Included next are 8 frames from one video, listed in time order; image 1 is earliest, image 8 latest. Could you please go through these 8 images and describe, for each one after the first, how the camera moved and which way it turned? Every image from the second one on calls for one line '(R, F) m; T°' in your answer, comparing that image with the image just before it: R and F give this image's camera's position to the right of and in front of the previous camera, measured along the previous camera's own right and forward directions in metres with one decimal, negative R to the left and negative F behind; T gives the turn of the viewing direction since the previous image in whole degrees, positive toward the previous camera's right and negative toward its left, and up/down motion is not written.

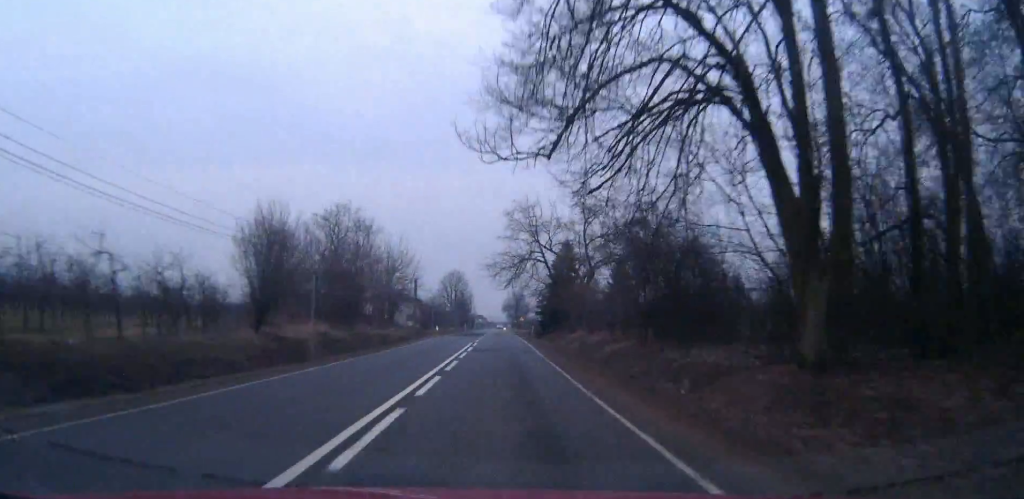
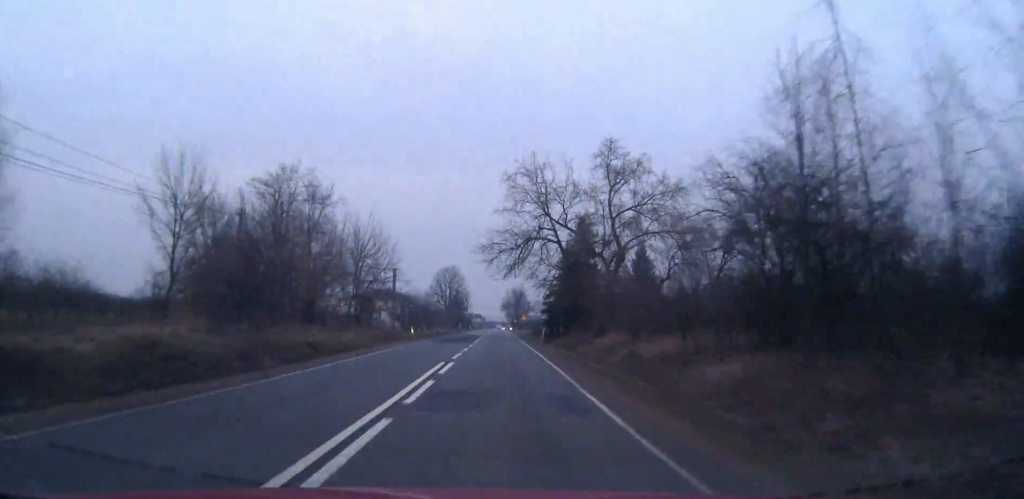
(-0.1, +18.7) m; -1°
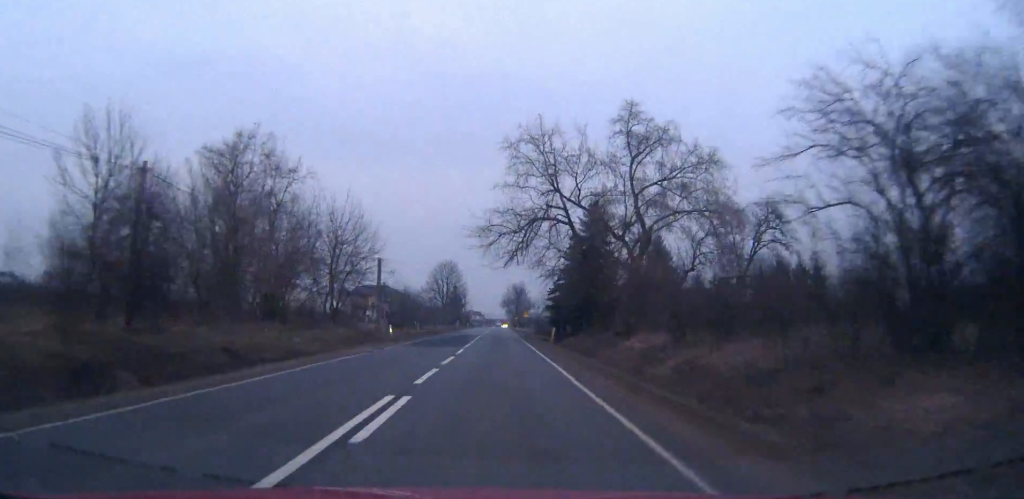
(-0.1, +9.8) m; 0°
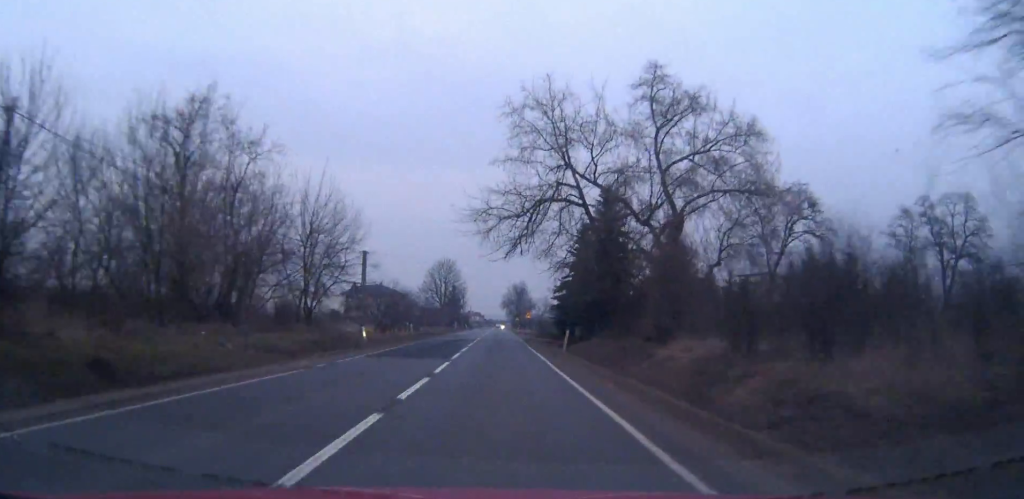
(-0.1, +8.0) m; 0°
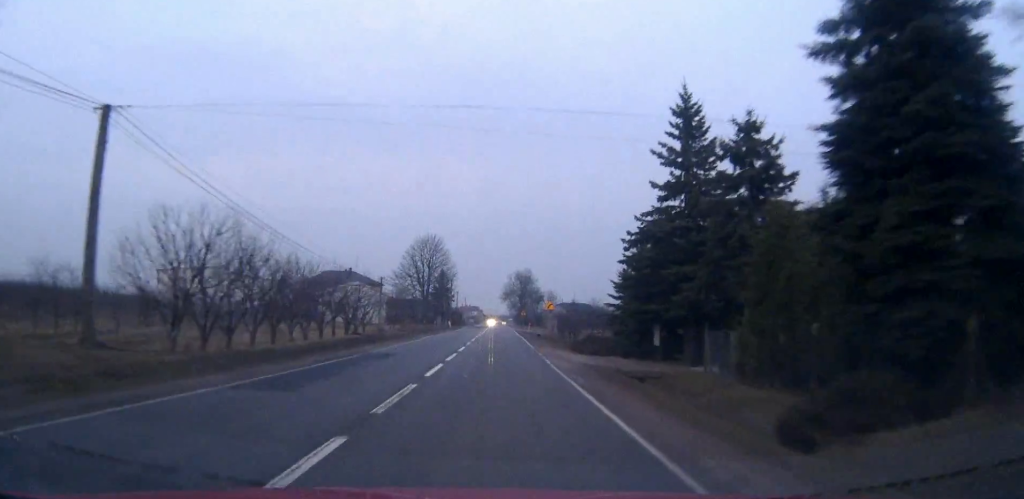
(+0.3, +43.6) m; 0°
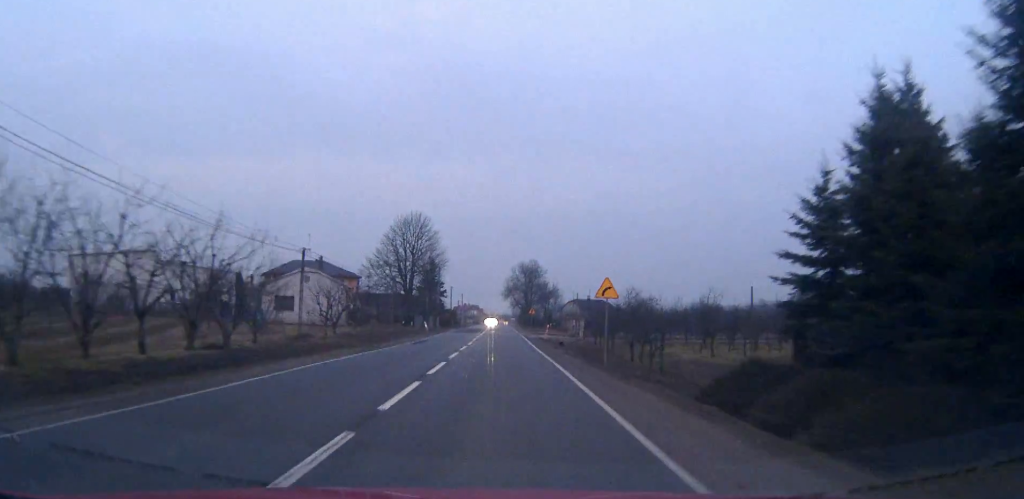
(0.0, +29.3) m; 0°
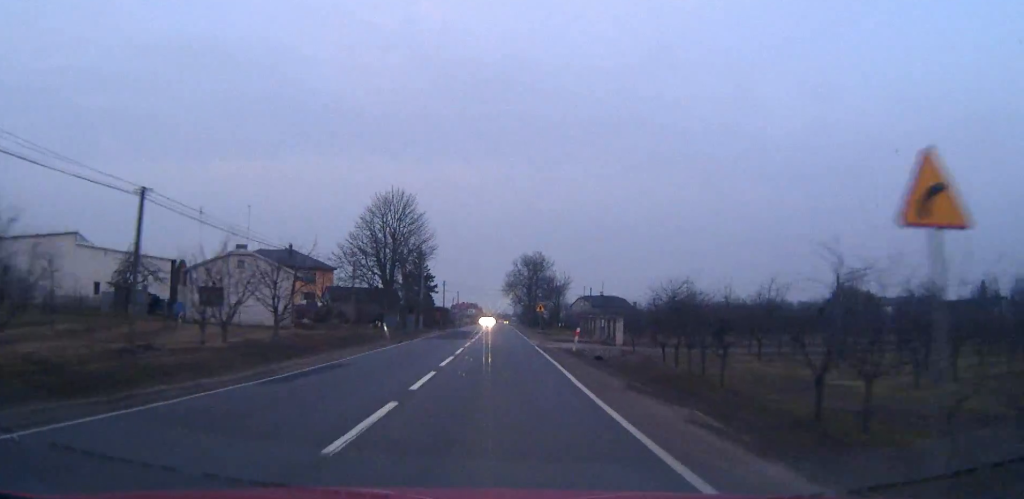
(-0.1, +20.6) m; 0°
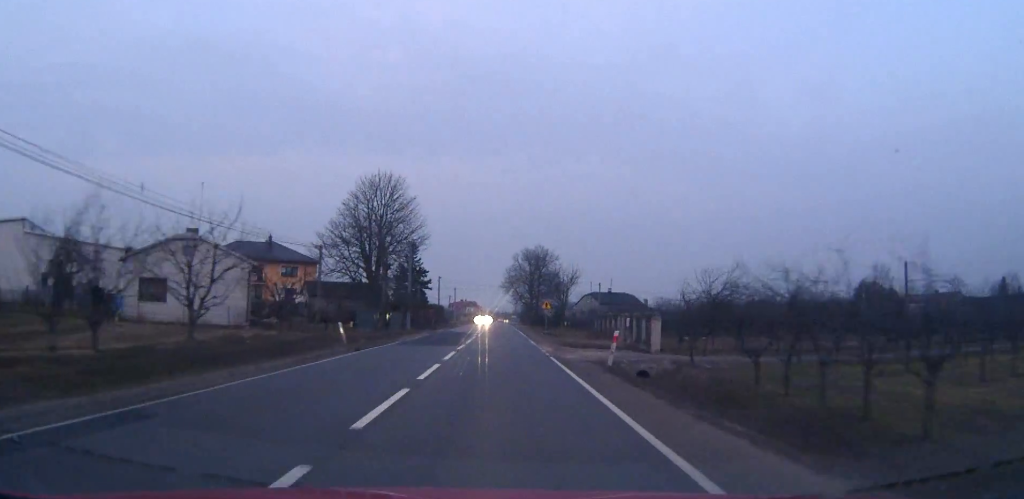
(0.0, +10.7) m; 0°
